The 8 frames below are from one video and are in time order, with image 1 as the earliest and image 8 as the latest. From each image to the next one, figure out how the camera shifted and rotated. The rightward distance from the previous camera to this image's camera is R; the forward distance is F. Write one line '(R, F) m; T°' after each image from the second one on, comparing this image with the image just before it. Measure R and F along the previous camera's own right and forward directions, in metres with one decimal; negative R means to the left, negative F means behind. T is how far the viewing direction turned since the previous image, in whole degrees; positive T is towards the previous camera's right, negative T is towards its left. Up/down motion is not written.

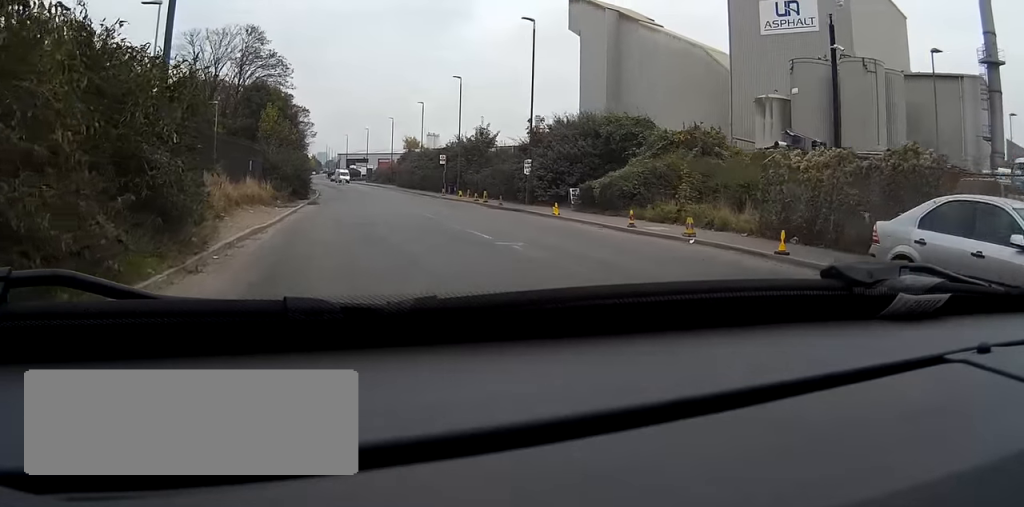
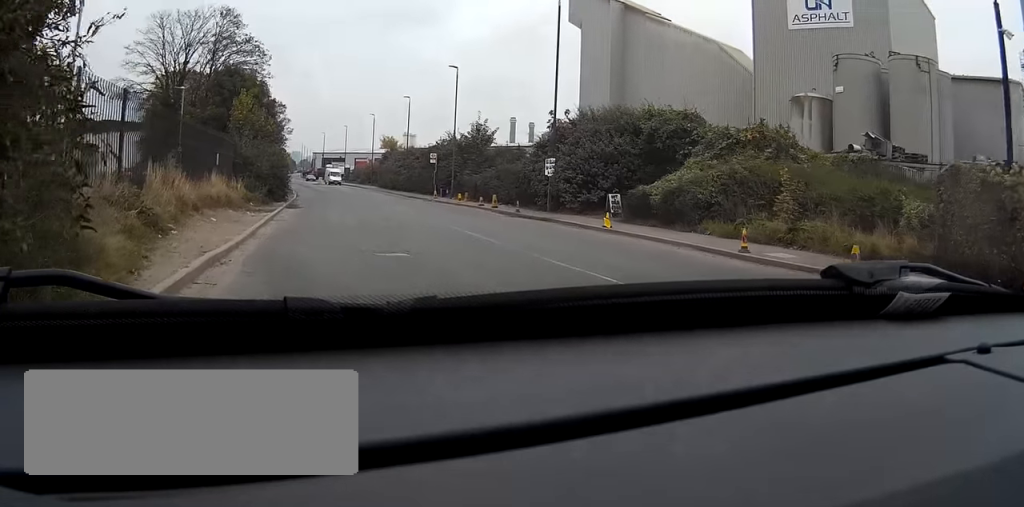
(+0.1, +7.1) m; +2°
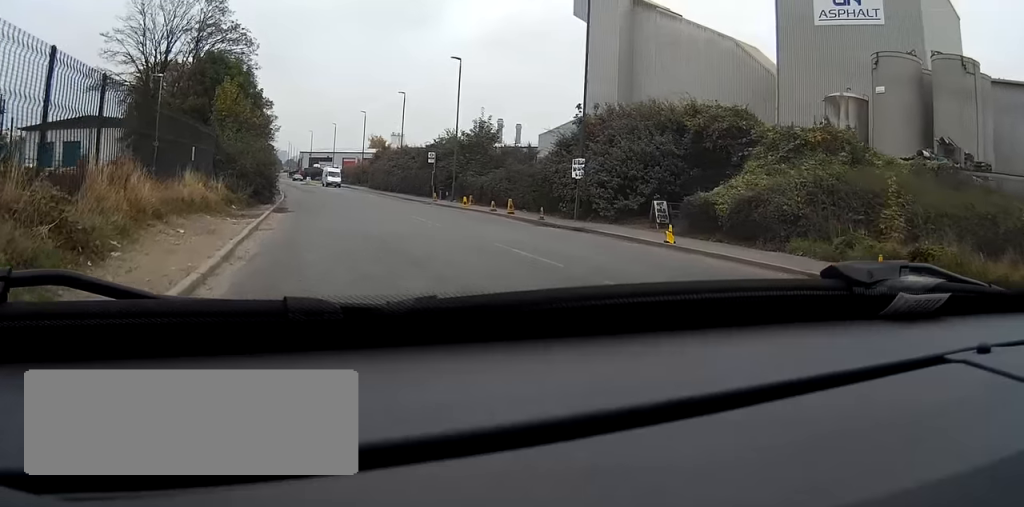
(0.0, +4.9) m; +1°
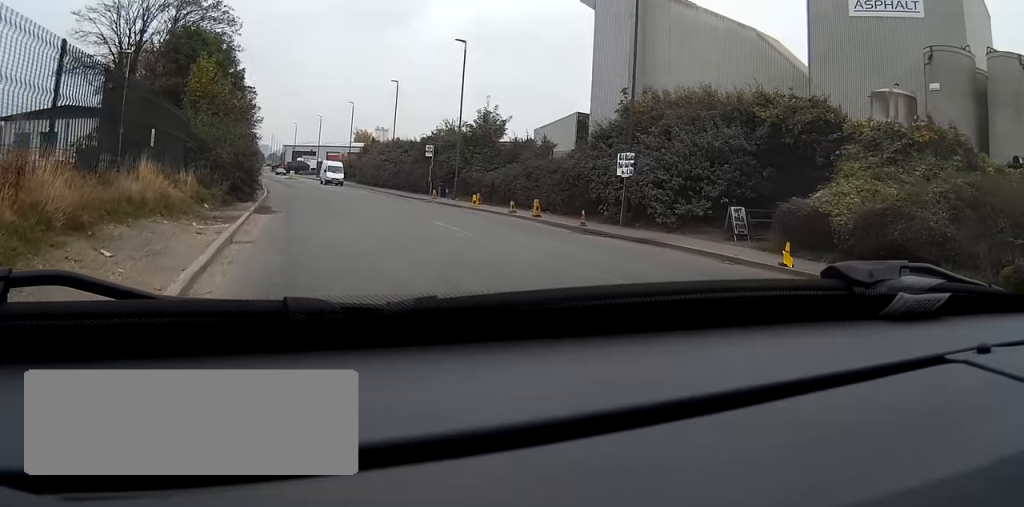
(0.0, +5.8) m; 0°
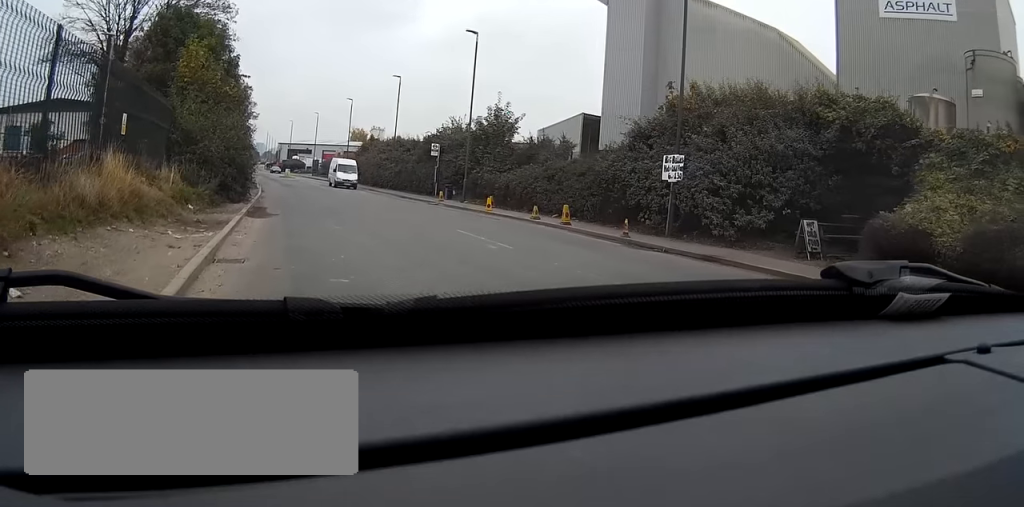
(0.0, +3.7) m; 0°
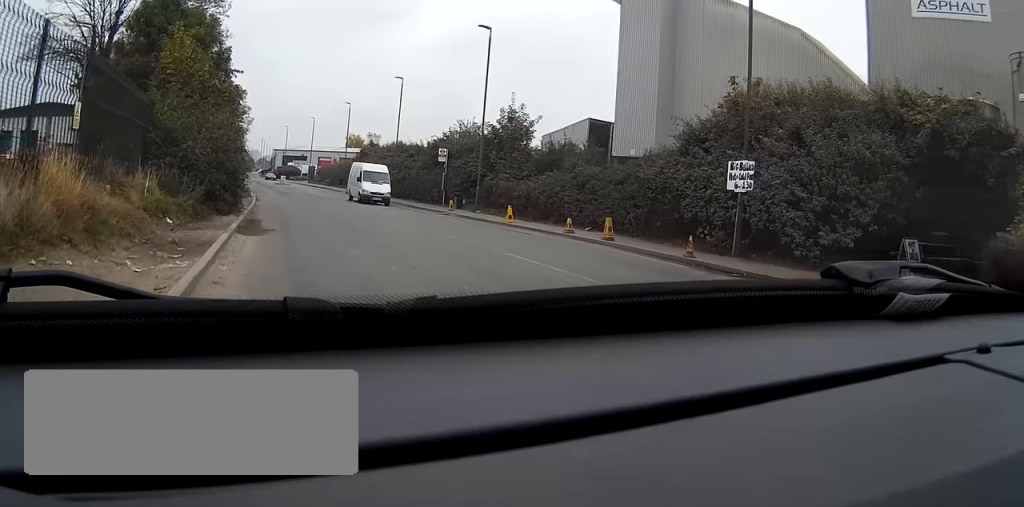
(0.0, +3.9) m; 0°
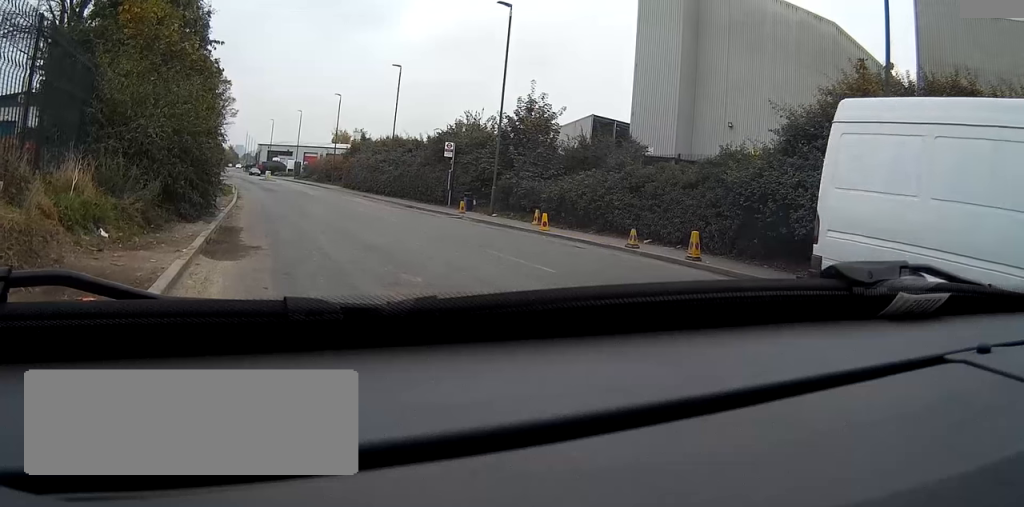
(0.0, +6.5) m; +4°
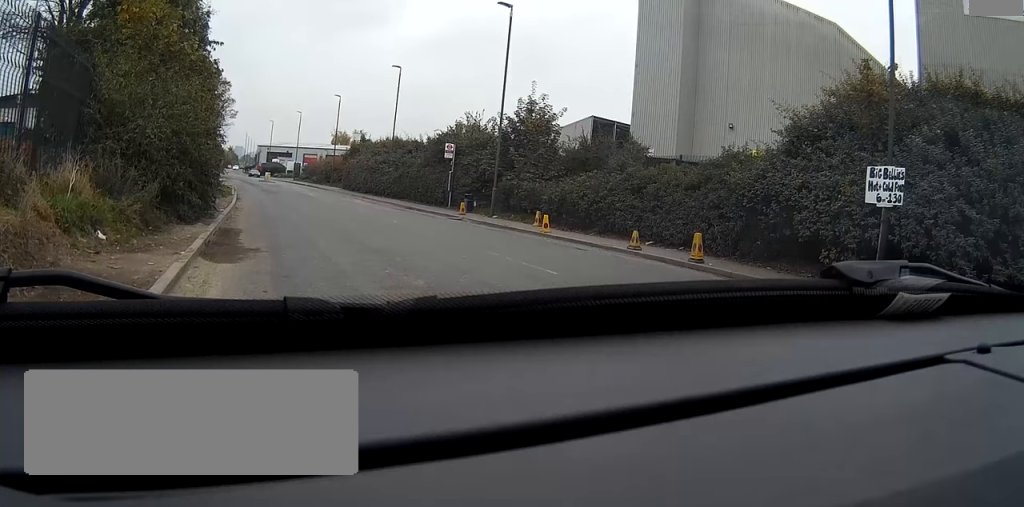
(+0.1, +0.5) m; 0°
